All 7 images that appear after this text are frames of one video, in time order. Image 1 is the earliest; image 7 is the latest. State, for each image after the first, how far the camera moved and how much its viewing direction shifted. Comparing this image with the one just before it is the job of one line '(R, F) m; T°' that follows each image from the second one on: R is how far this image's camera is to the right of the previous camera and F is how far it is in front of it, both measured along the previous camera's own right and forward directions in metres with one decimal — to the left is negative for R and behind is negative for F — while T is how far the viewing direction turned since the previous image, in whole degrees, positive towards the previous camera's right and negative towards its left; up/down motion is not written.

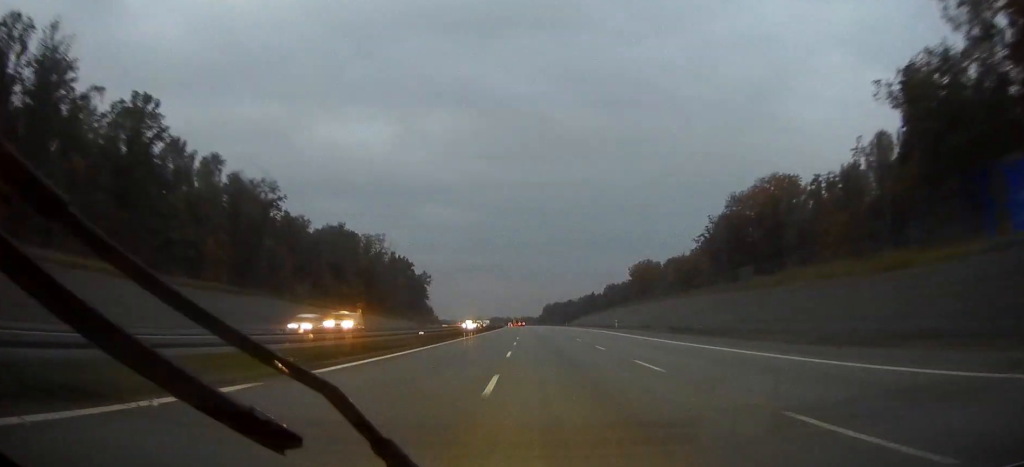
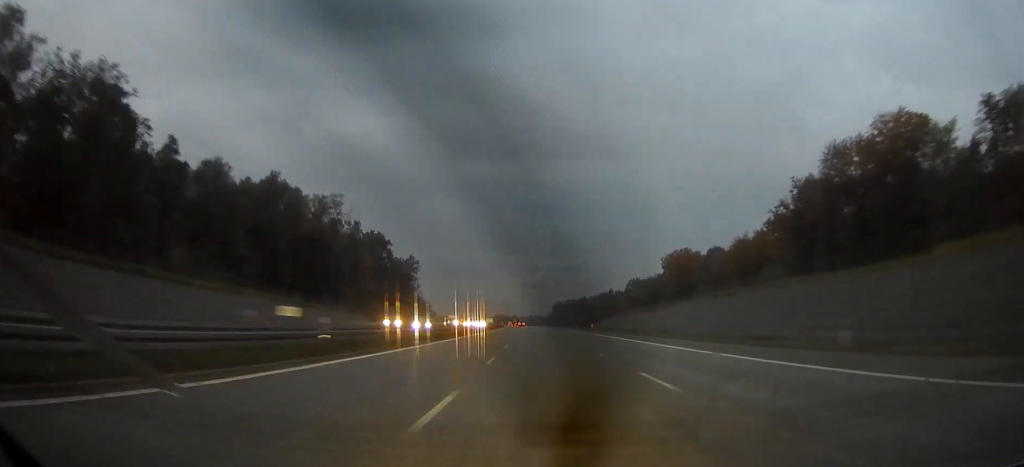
(-0.1, +64.1) m; -1°
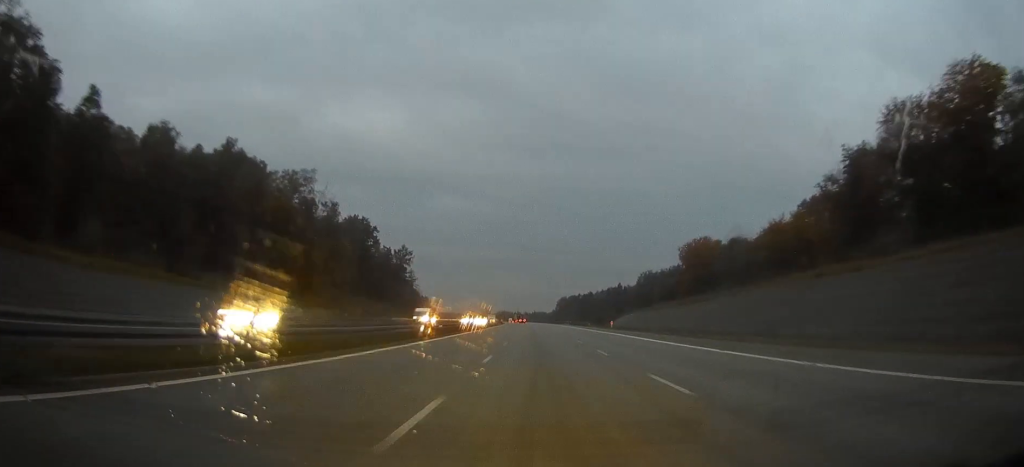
(-0.2, +25.5) m; 0°
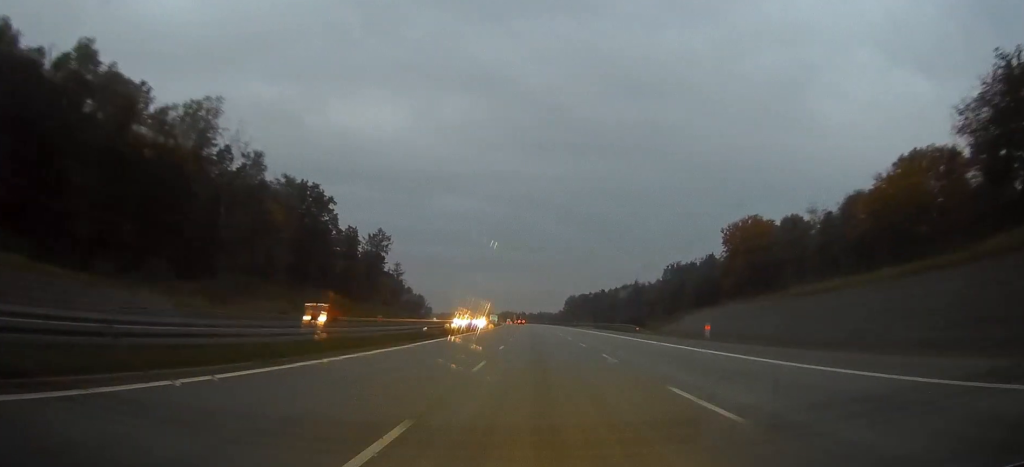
(-0.2, +50.8) m; -1°
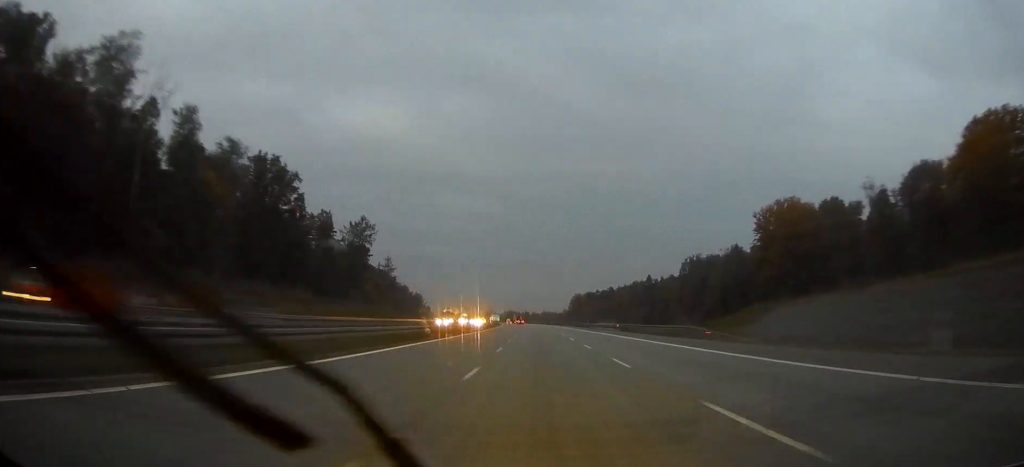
(-0.1, +26.6) m; 0°
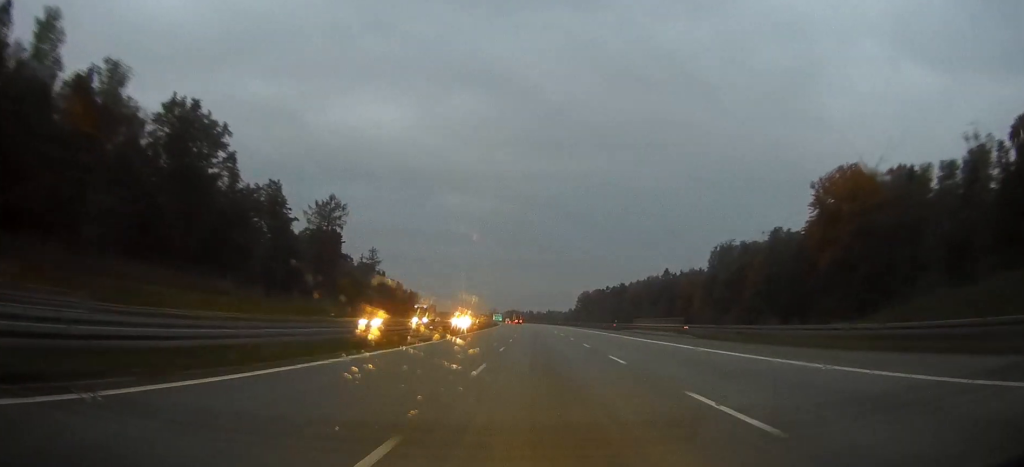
(-0.1, +34.9) m; 0°
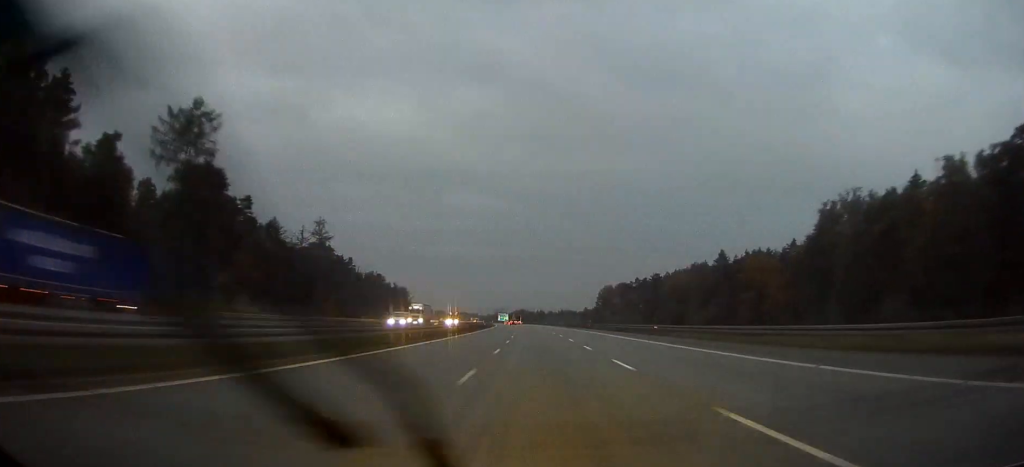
(-0.6, +74.7) m; -1°
